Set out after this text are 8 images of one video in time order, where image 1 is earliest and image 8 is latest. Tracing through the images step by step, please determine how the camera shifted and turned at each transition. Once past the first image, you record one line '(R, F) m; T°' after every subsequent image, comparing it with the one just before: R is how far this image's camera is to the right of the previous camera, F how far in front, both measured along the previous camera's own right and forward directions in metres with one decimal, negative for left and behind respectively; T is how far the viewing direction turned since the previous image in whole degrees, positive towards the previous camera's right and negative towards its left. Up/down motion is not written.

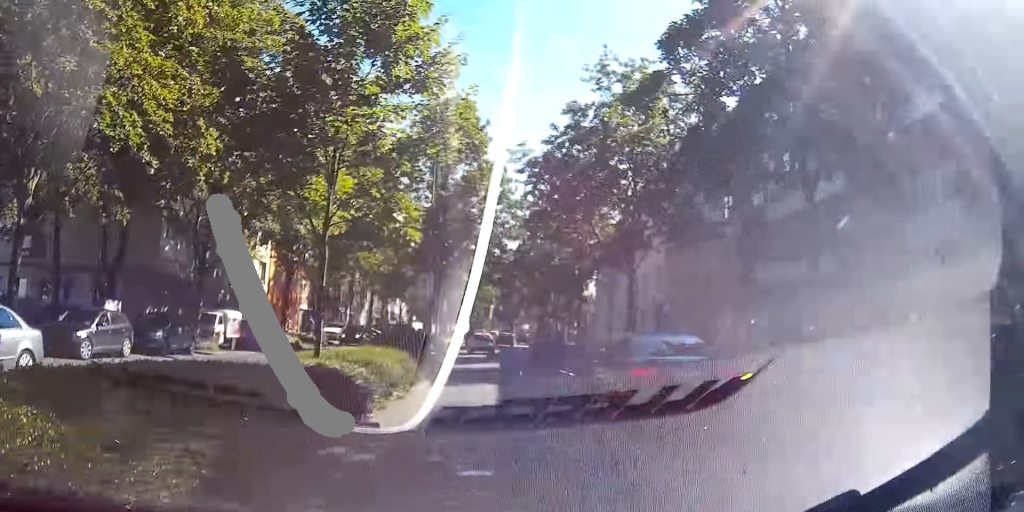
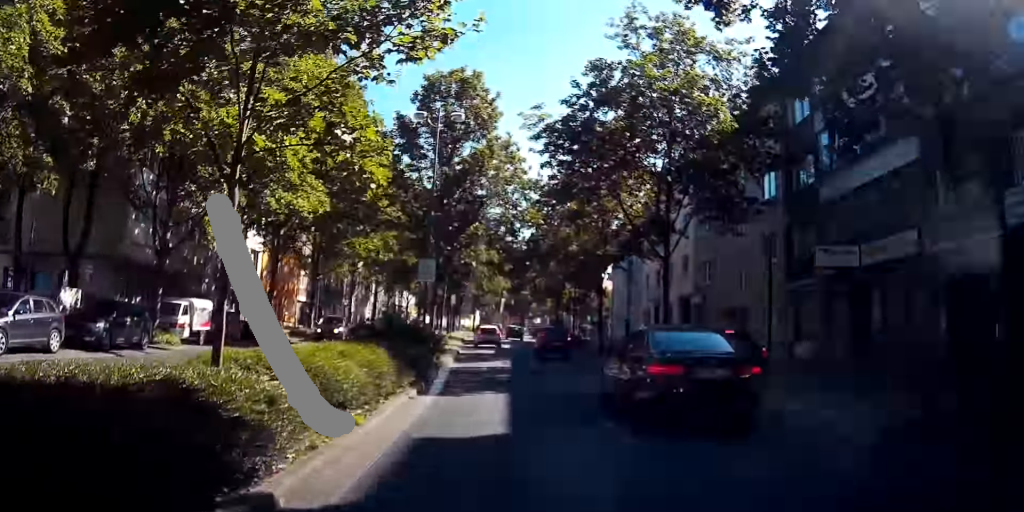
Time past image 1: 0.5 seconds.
(-0.1, +4.5) m; -1°
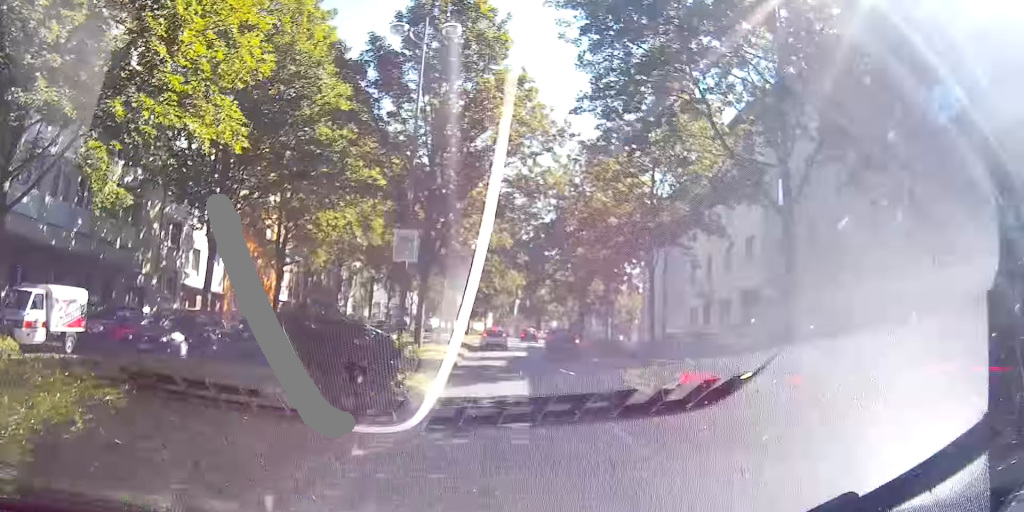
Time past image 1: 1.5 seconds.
(-0.1, +10.3) m; -1°
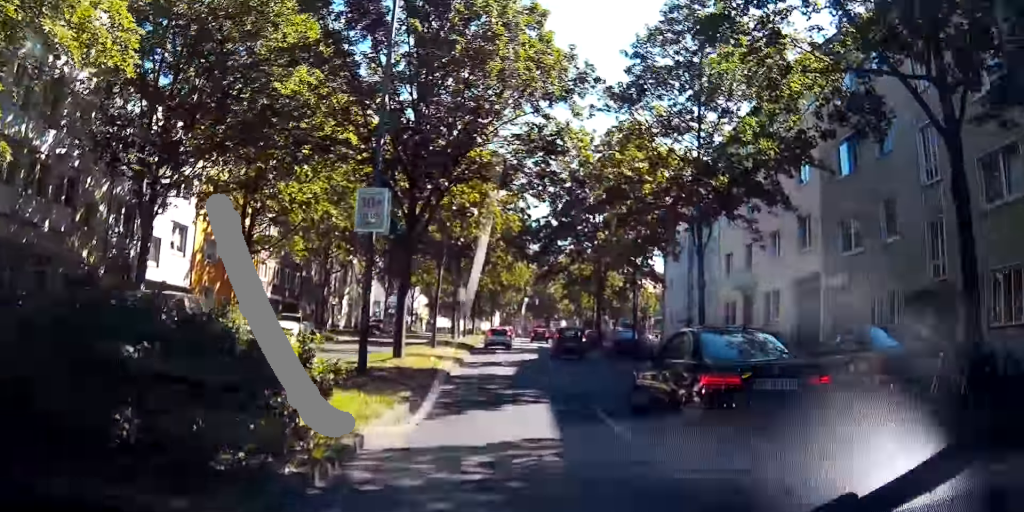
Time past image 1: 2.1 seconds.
(0.0, +6.4) m; -1°
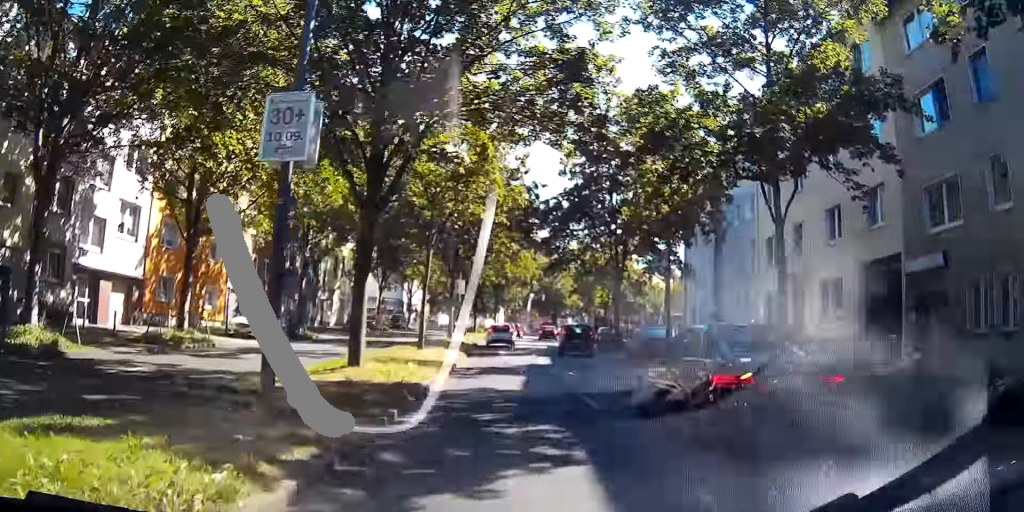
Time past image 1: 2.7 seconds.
(-0.1, +6.5) m; -1°
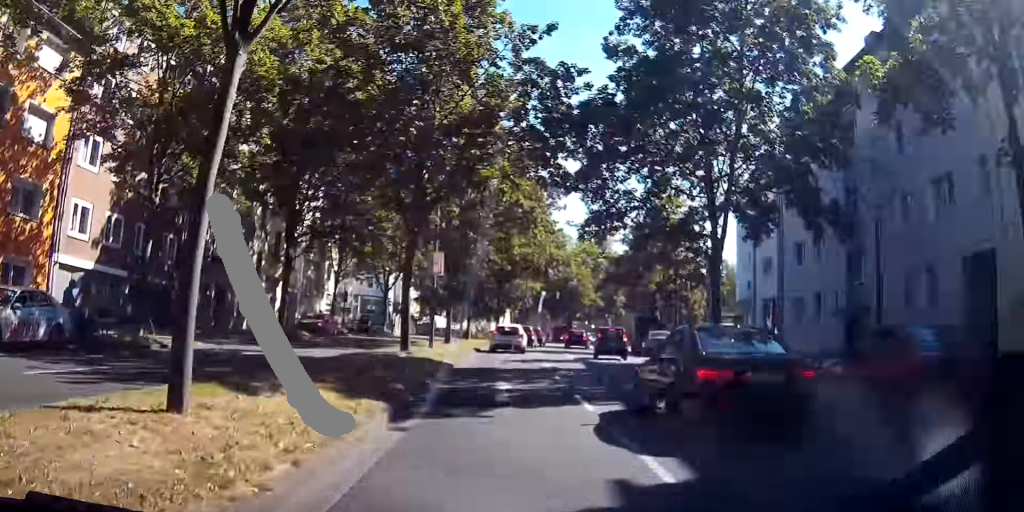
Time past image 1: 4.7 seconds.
(-0.4, +18.5) m; -4°
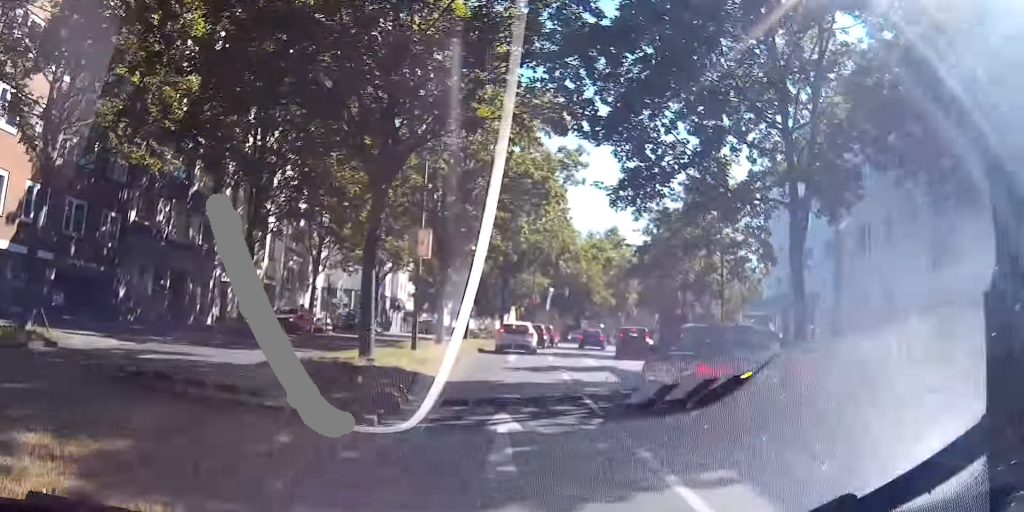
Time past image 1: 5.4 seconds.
(-0.1, +5.4) m; -1°
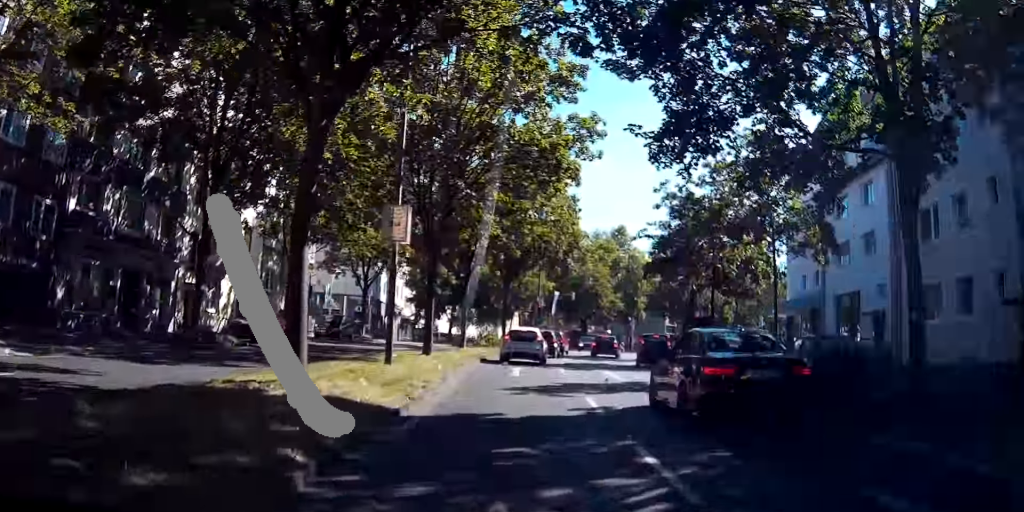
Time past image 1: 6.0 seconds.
(0.0, +4.4) m; 0°
